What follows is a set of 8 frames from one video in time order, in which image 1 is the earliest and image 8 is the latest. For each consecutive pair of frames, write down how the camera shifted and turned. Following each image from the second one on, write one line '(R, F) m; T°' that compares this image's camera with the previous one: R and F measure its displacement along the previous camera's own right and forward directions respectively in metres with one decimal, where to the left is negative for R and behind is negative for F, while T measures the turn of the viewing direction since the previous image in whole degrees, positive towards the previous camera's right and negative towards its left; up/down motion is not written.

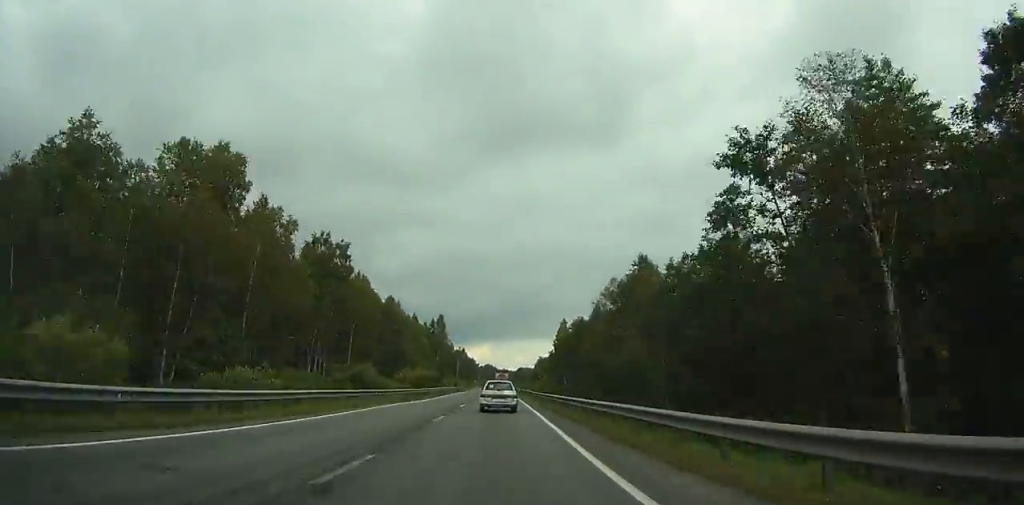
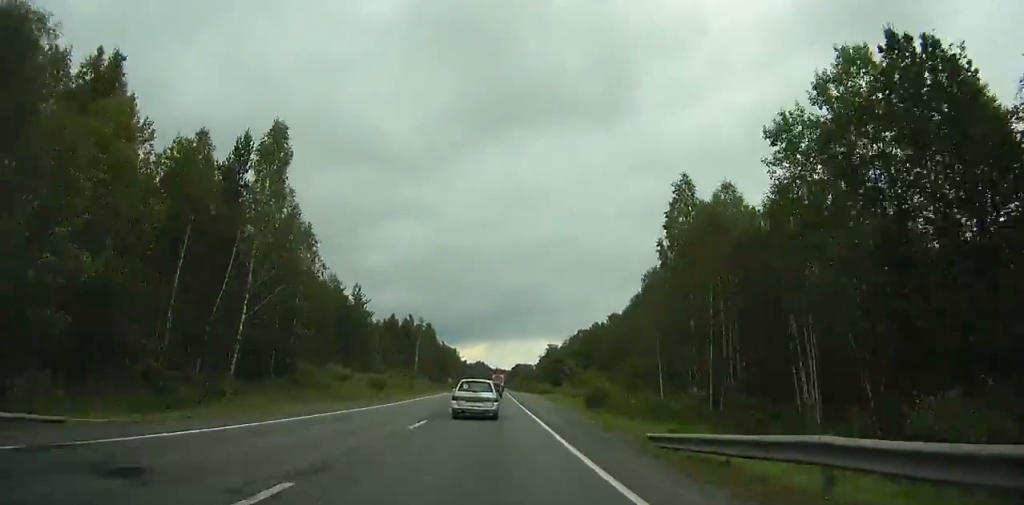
(-0.2, +96.8) m; 0°
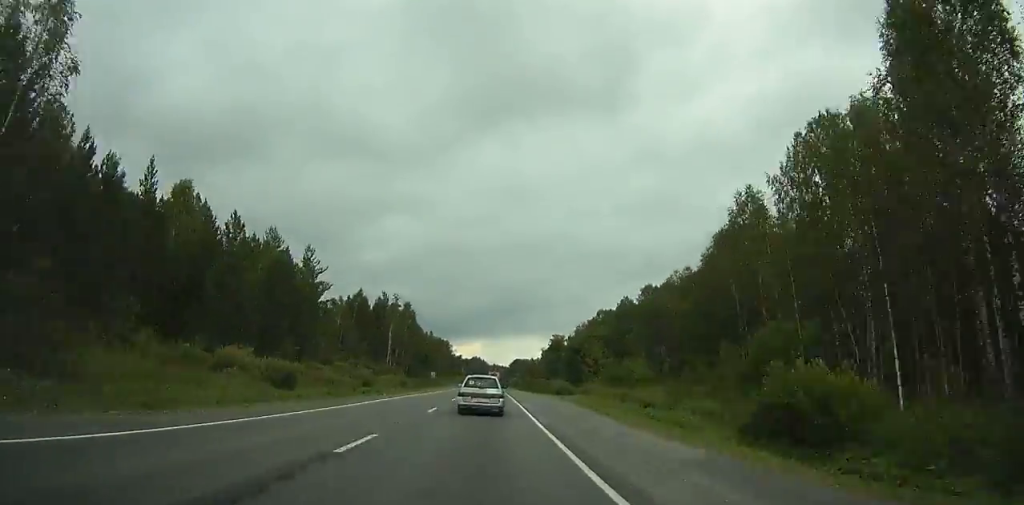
(0.0, +30.5) m; 0°
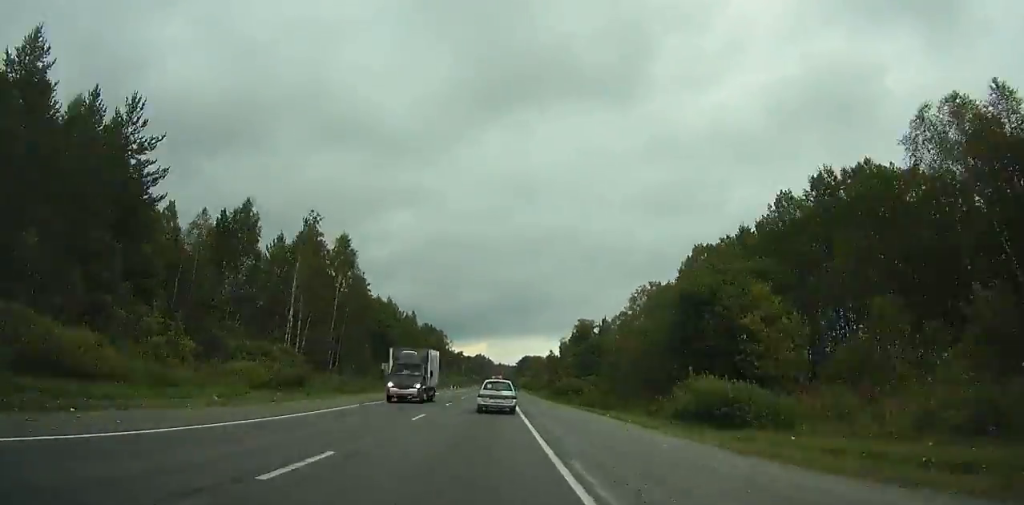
(0.0, +51.6) m; 0°
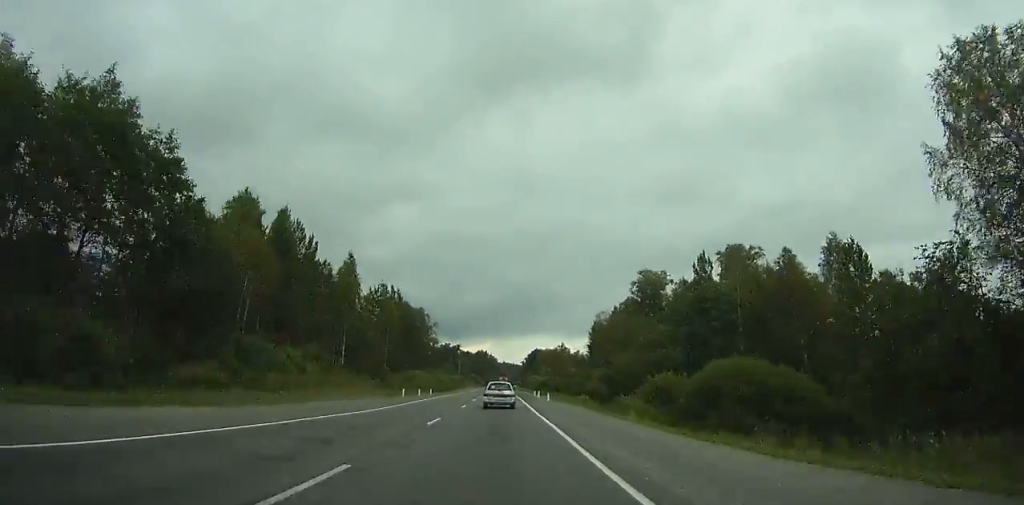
(-0.2, +61.9) m; 0°
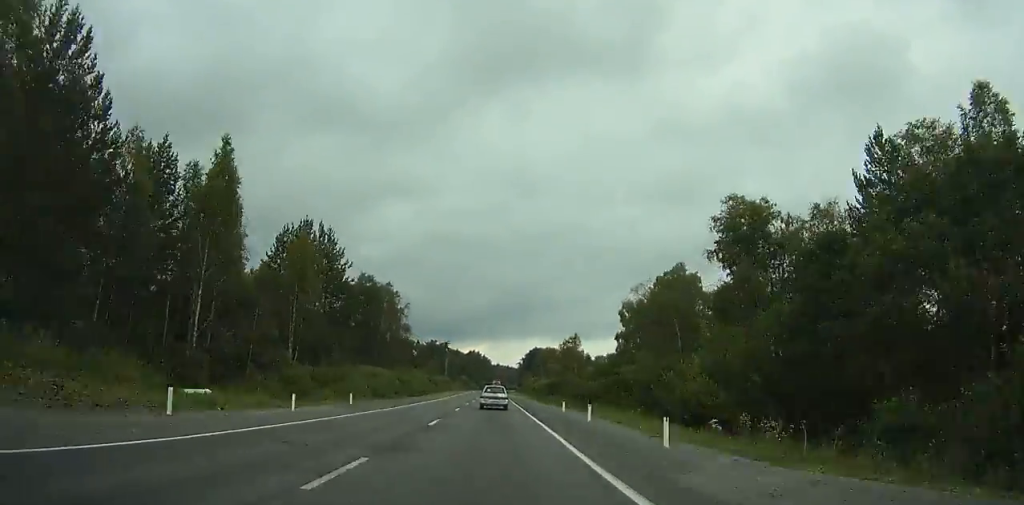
(-0.1, +36.0) m; 0°
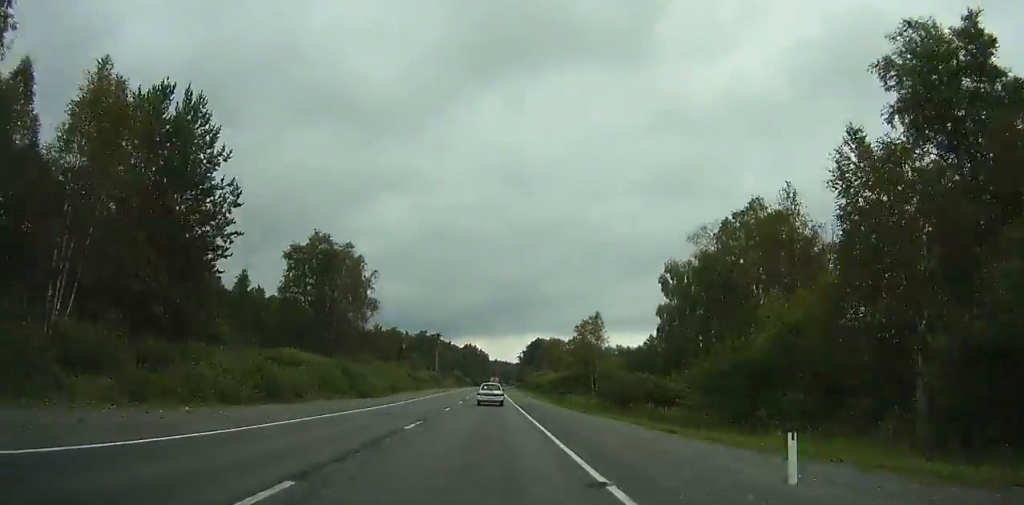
(0.0, +26.4) m; 0°
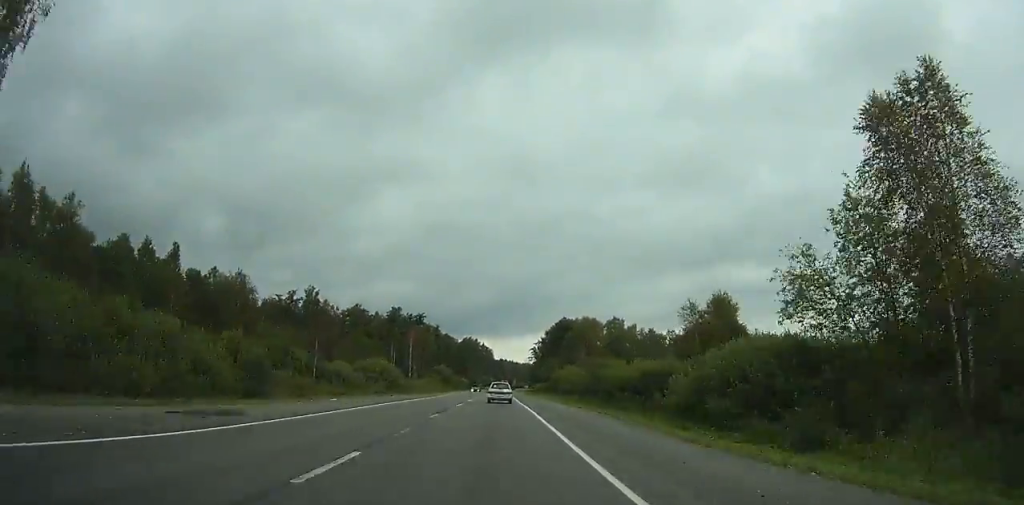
(0.0, +66.2) m; 0°
